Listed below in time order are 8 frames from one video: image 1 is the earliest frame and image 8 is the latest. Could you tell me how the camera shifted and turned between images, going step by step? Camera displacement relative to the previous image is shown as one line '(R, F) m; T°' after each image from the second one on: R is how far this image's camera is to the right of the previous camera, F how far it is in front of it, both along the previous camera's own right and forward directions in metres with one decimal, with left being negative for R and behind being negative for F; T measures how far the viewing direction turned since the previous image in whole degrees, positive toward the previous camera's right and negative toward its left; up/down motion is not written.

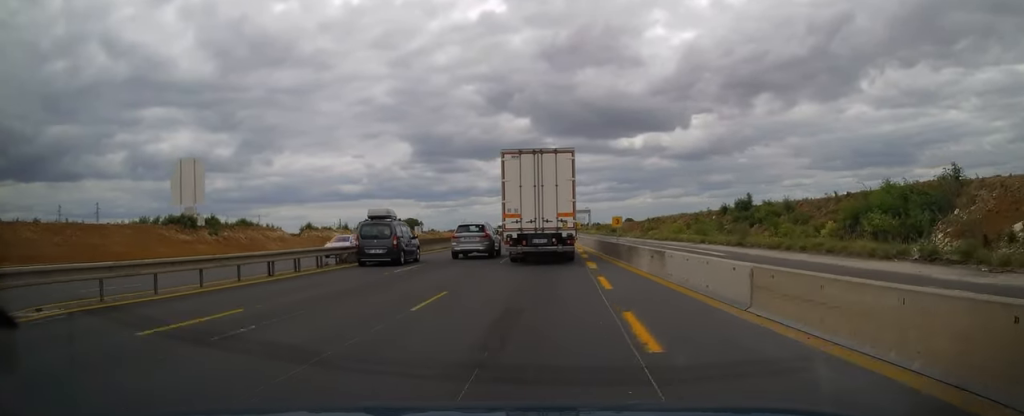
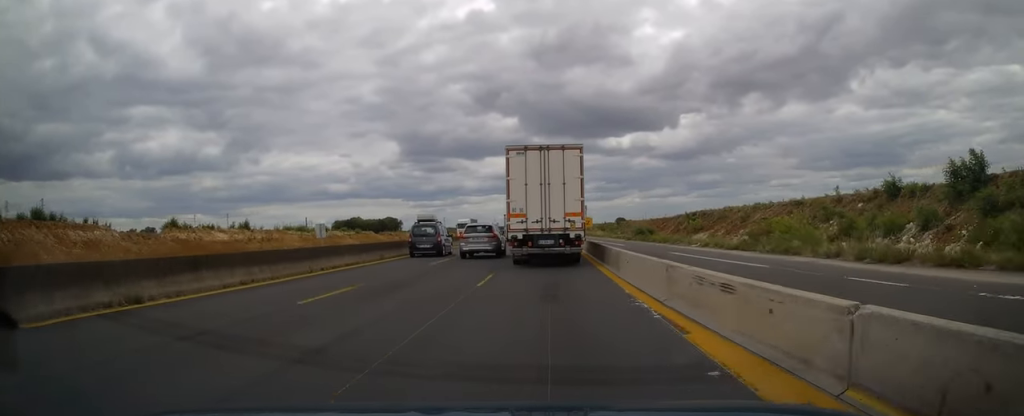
(+0.1, +34.4) m; +1°
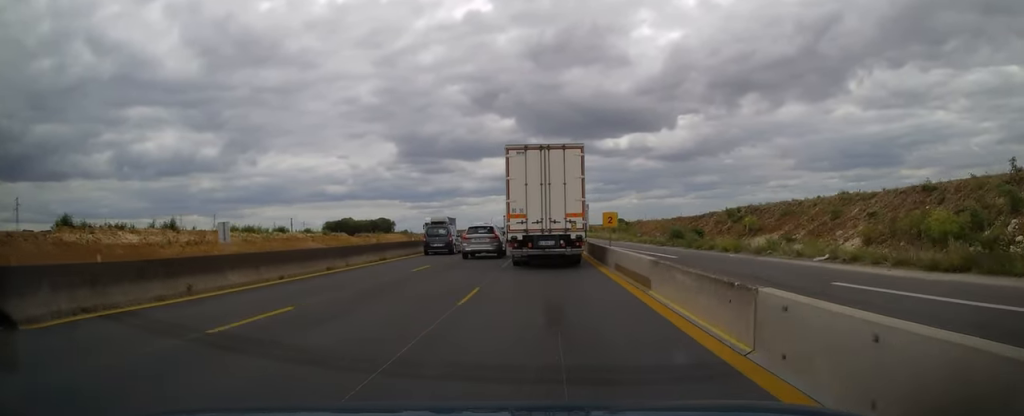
(+0.1, +16.4) m; 0°
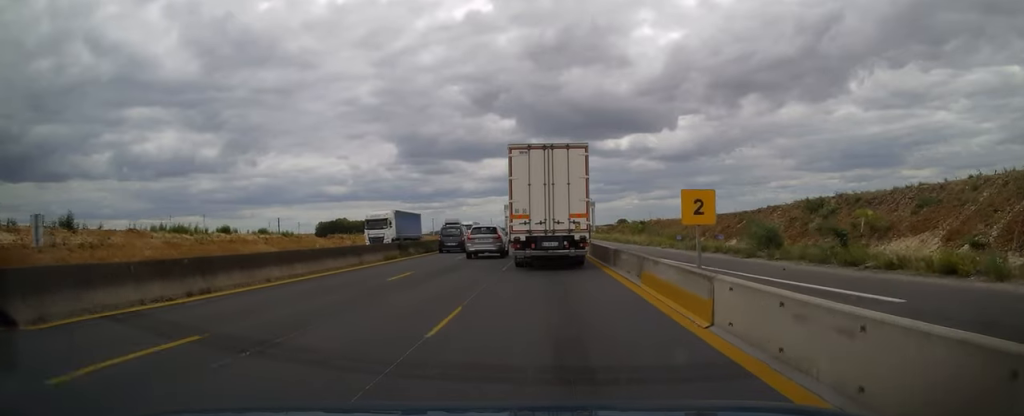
(+0.1, +16.3) m; 0°
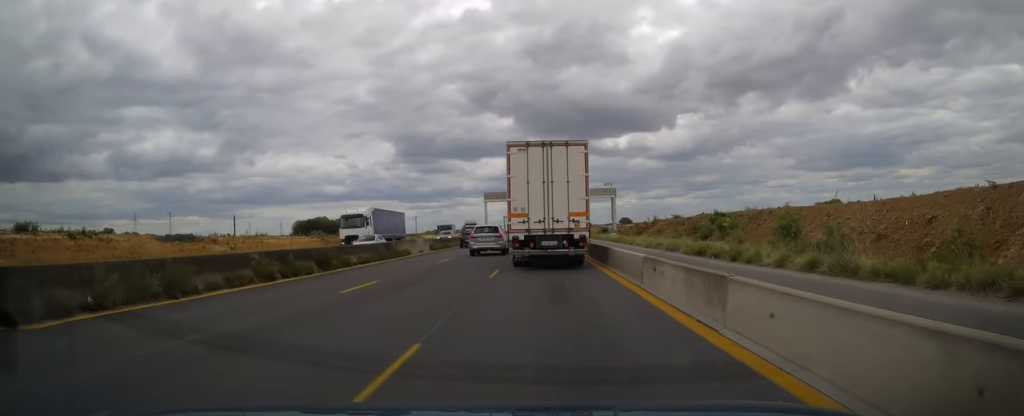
(0.0, +42.5) m; 0°
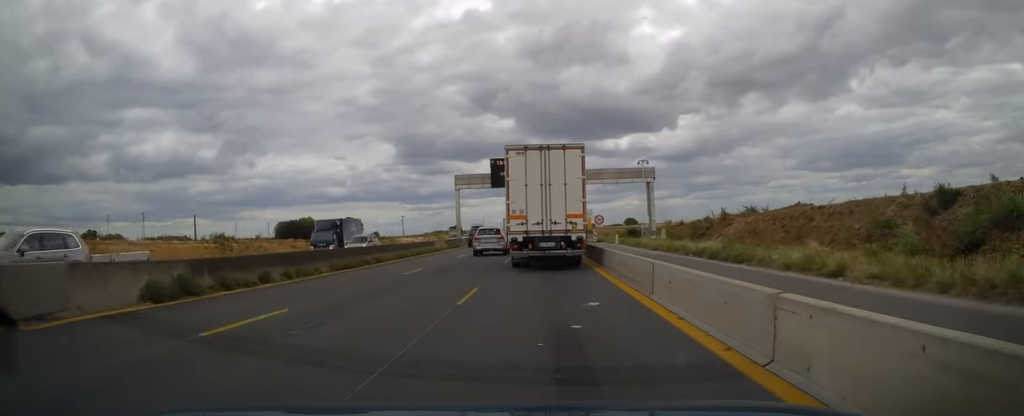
(0.0, +31.8) m; 0°
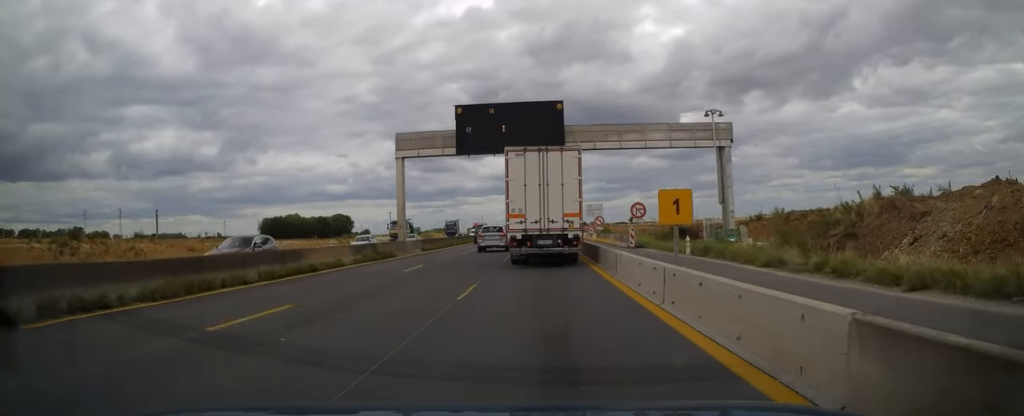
(0.0, +25.5) m; 0°
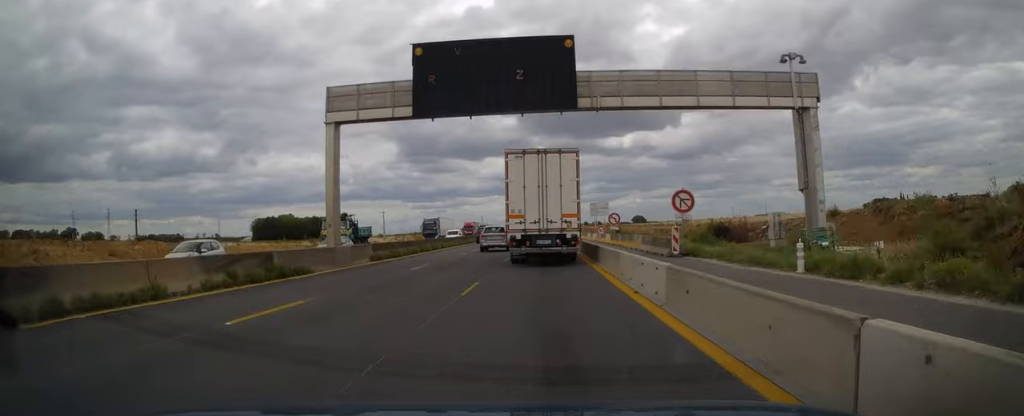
(+0.1, +12.2) m; 0°
